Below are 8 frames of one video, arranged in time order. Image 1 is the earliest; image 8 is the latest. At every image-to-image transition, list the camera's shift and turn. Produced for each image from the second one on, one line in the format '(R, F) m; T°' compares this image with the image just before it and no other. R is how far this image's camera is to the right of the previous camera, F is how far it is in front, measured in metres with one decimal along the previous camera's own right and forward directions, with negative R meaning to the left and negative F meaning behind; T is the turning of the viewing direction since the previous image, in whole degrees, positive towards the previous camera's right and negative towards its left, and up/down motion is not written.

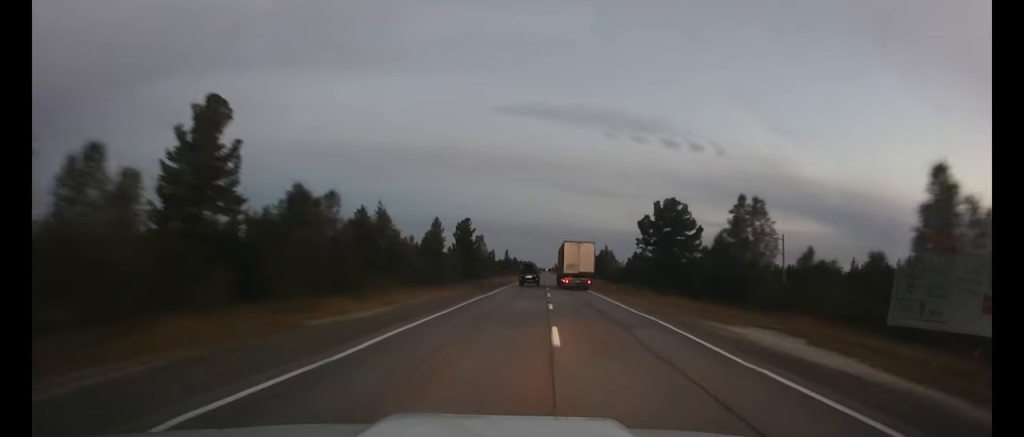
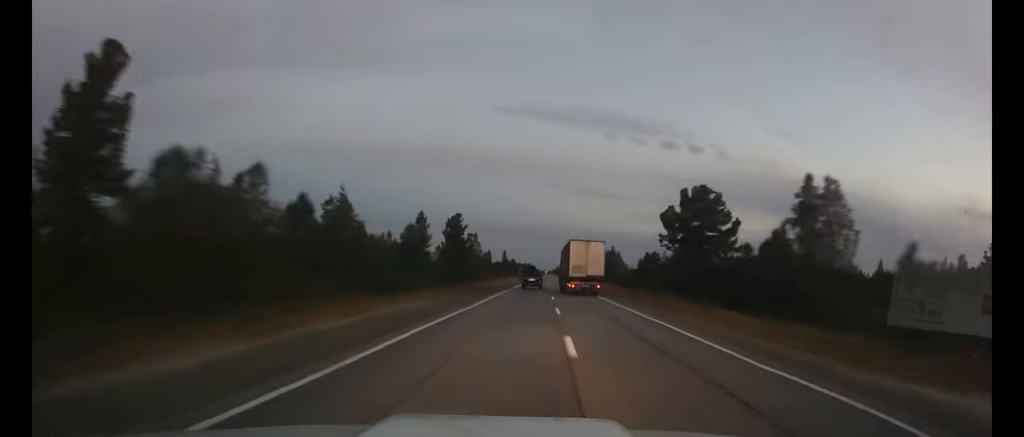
(0.0, +11.4) m; 0°
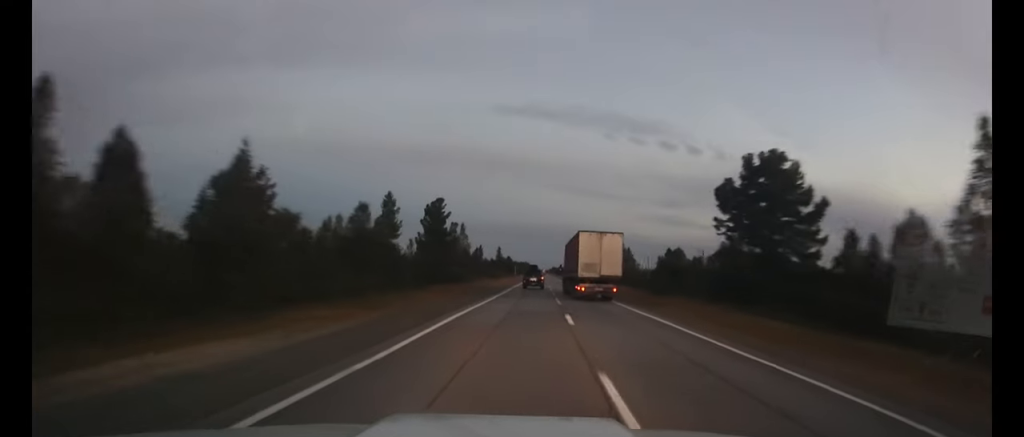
(0.0, +16.3) m; 0°
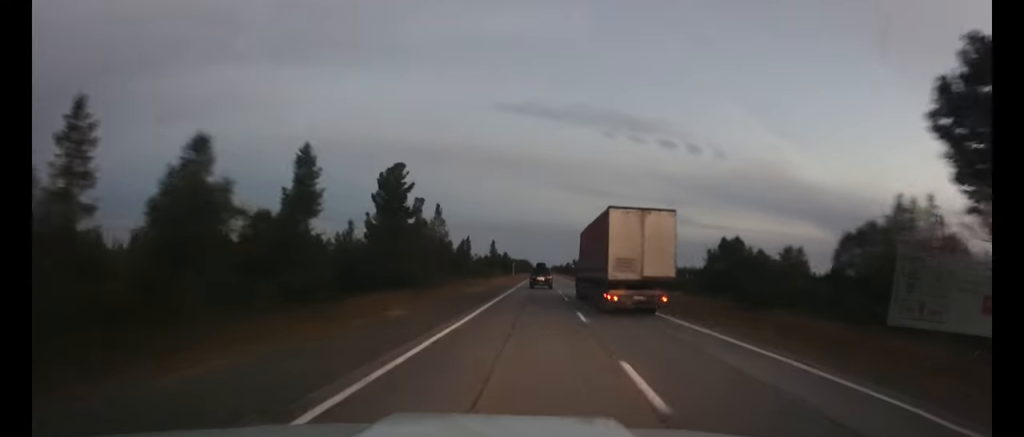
(0.0, +22.8) m; 0°
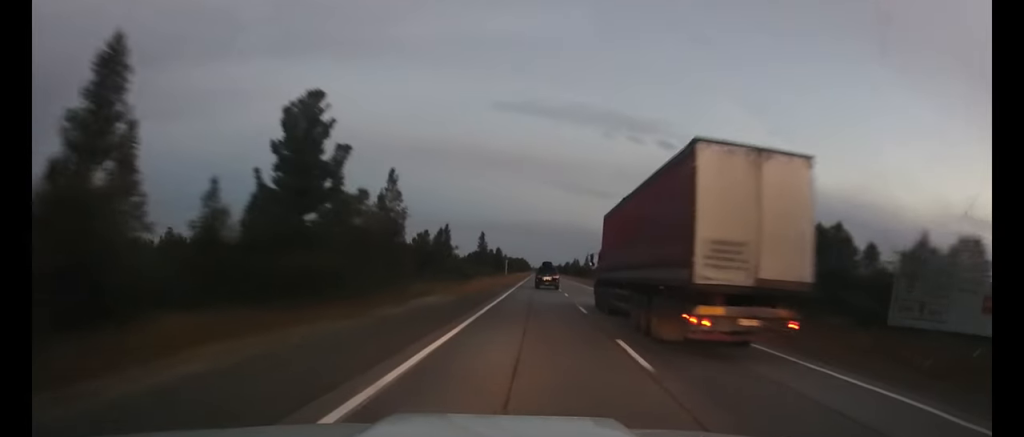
(0.0, +20.6) m; 0°
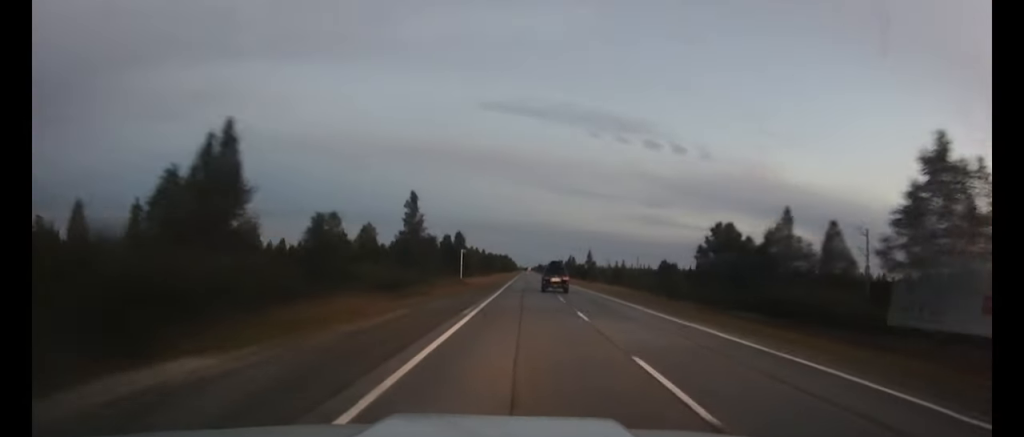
(+0.4, +50.9) m; +1°
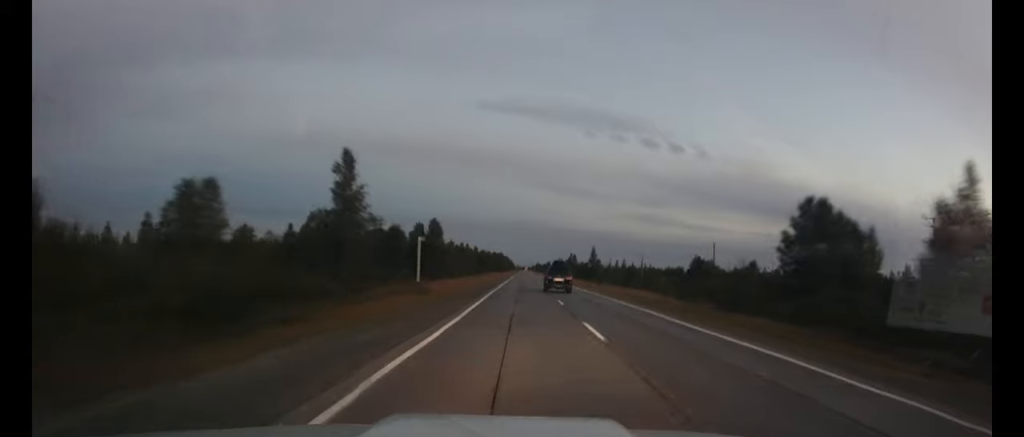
(+0.1, +17.6) m; 0°
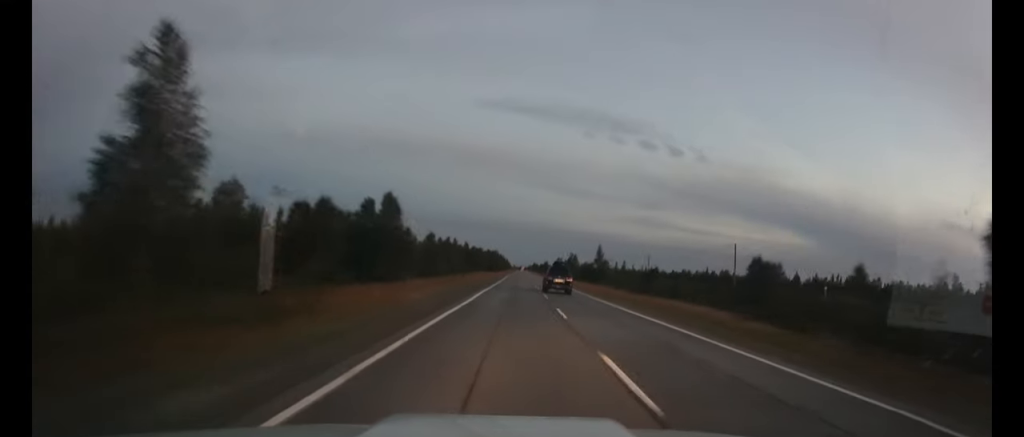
(0.0, +18.1) m; 0°
